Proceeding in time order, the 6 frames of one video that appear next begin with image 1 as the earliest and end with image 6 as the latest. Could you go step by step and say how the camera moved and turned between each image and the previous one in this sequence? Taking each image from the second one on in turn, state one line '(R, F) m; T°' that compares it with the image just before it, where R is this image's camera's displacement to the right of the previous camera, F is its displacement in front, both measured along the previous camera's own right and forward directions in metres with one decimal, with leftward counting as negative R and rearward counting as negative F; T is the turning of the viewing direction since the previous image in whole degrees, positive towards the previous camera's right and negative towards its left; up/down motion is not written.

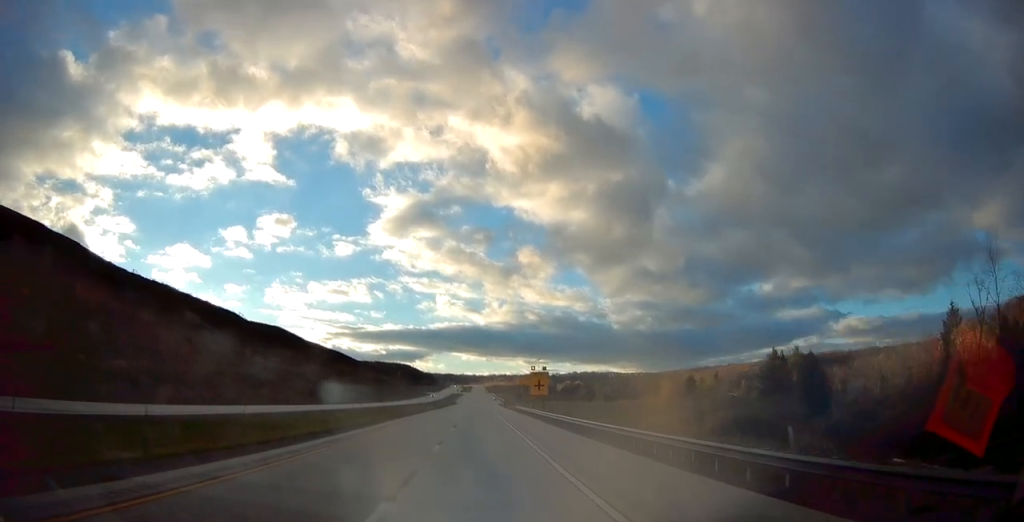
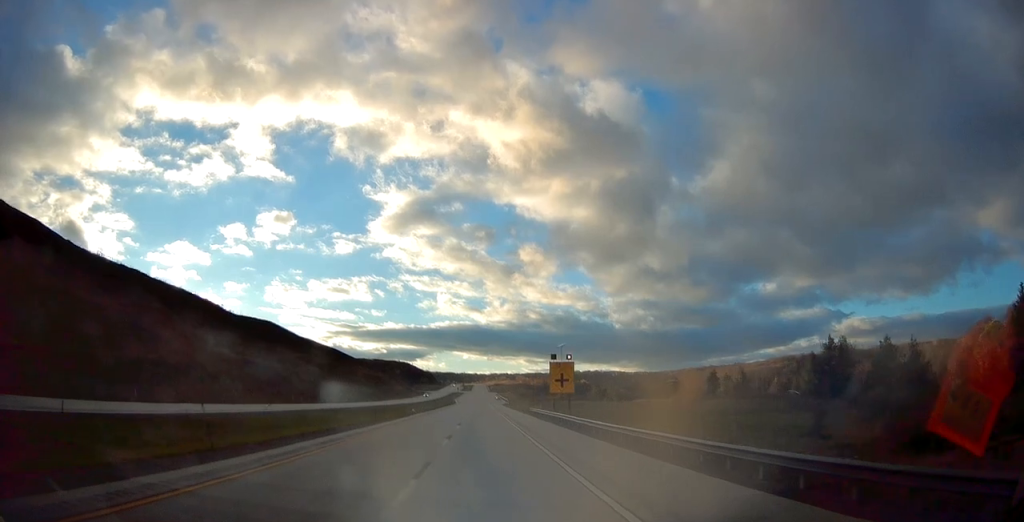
(-0.1, +21.2) m; 0°
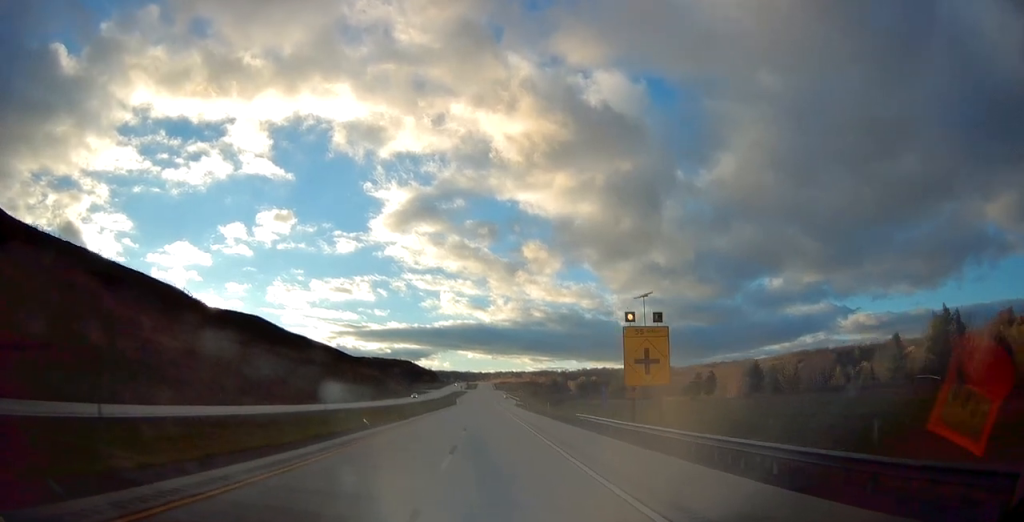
(-0.1, +30.3) m; 0°
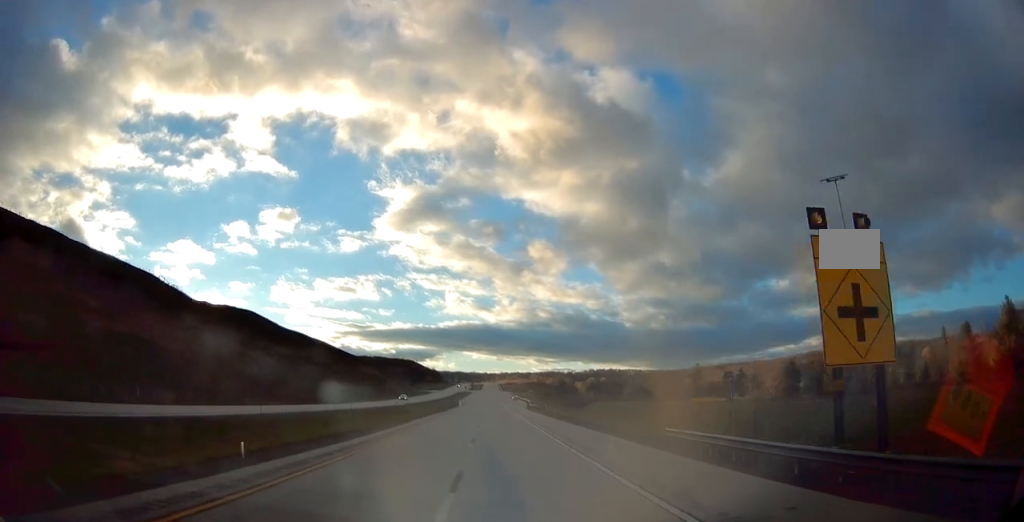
(-0.1, +19.2) m; 0°
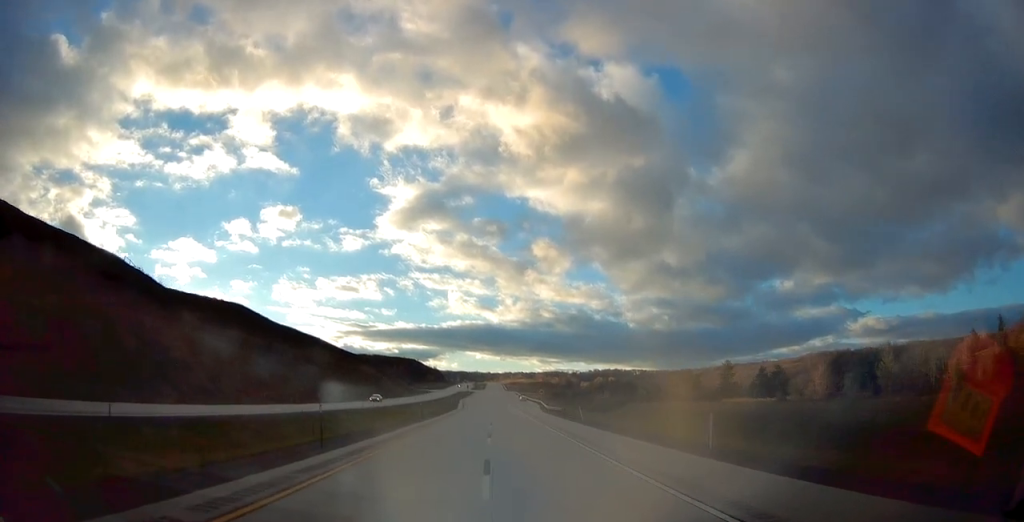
(-0.1, +21.2) m; 0°
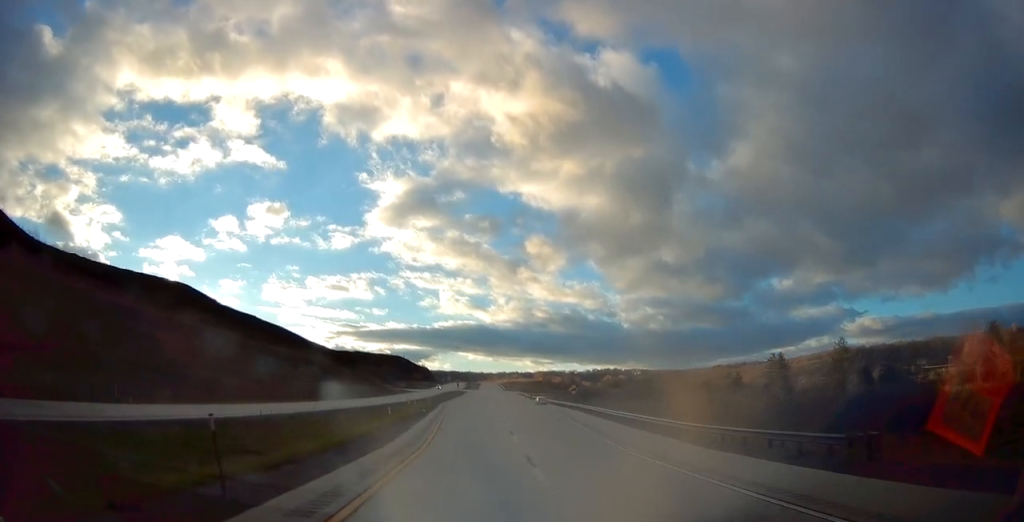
(-0.1, +58.8) m; 0°
